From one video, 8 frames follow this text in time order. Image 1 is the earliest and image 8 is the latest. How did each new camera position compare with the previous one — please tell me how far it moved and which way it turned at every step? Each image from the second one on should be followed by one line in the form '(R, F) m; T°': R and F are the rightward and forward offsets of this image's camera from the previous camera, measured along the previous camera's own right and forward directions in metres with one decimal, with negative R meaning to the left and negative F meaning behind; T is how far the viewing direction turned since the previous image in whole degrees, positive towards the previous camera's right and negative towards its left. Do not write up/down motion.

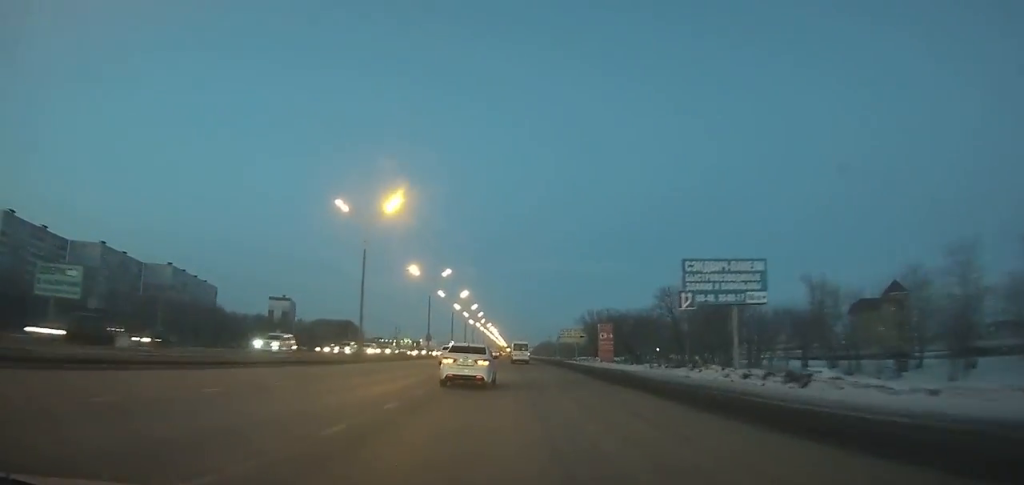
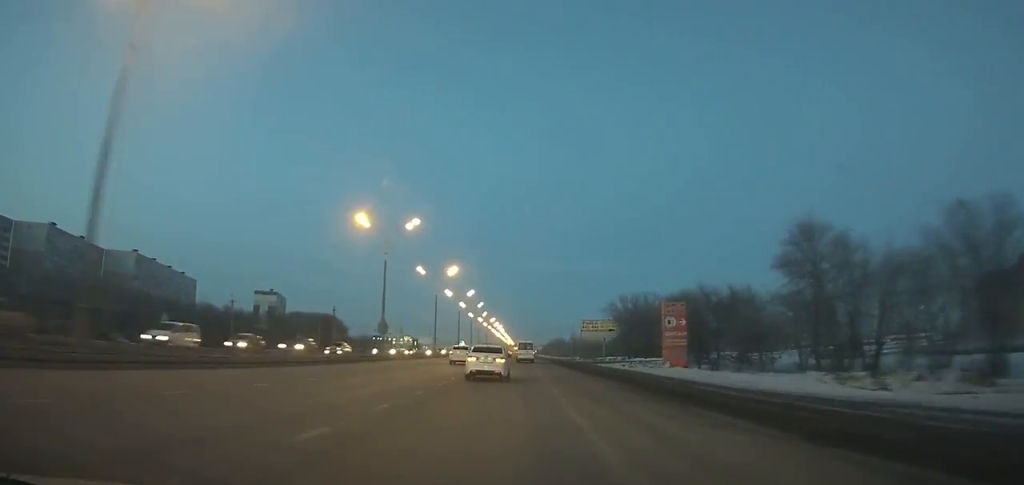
(0.0, +31.7) m; 0°
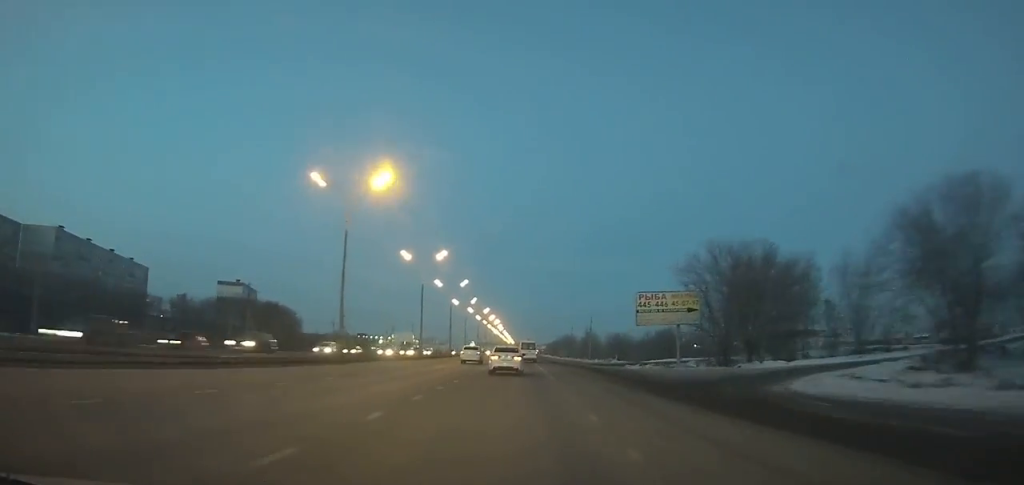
(-0.1, +43.6) m; 0°
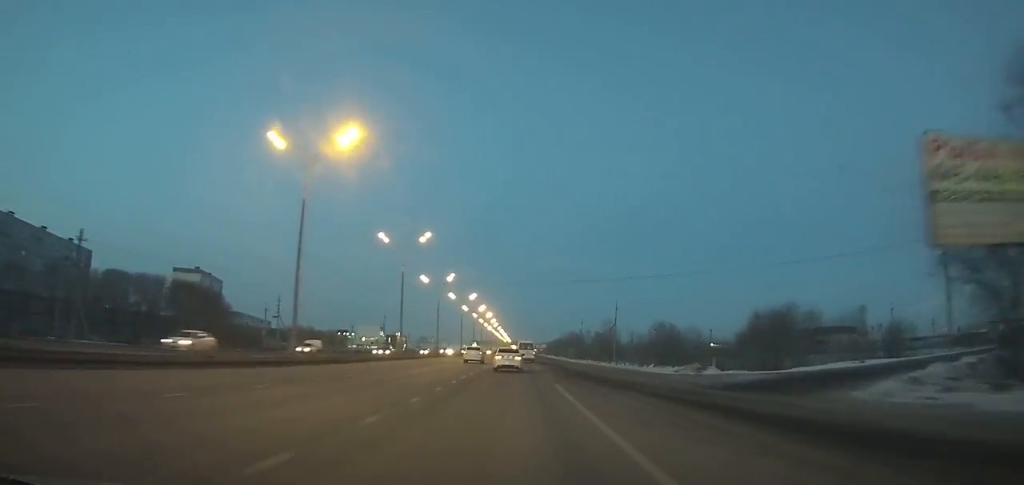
(0.0, +40.0) m; 0°
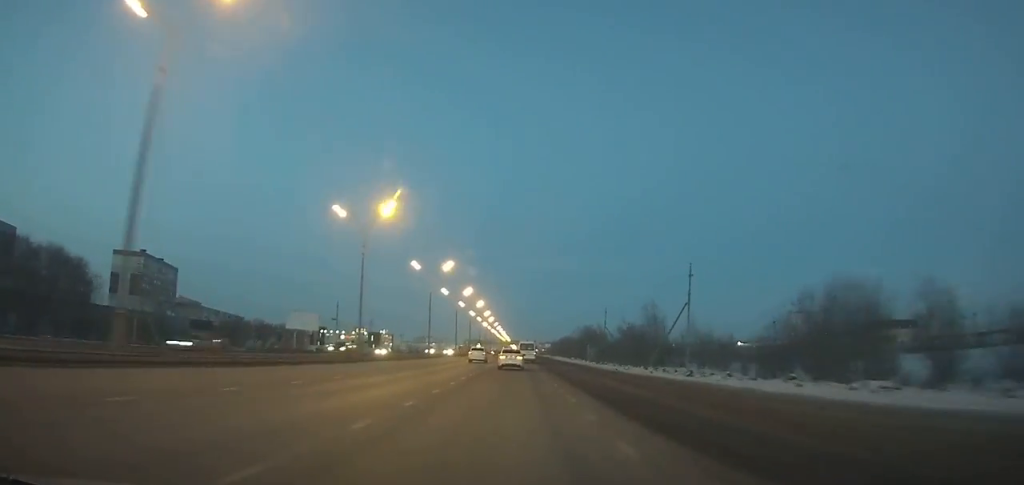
(-0.1, +44.9) m; 0°
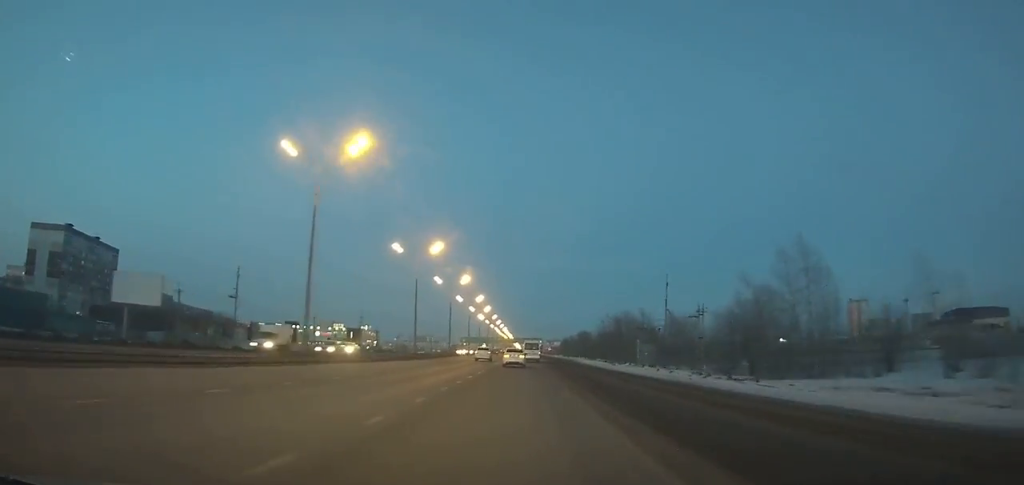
(0.0, +49.2) m; 0°
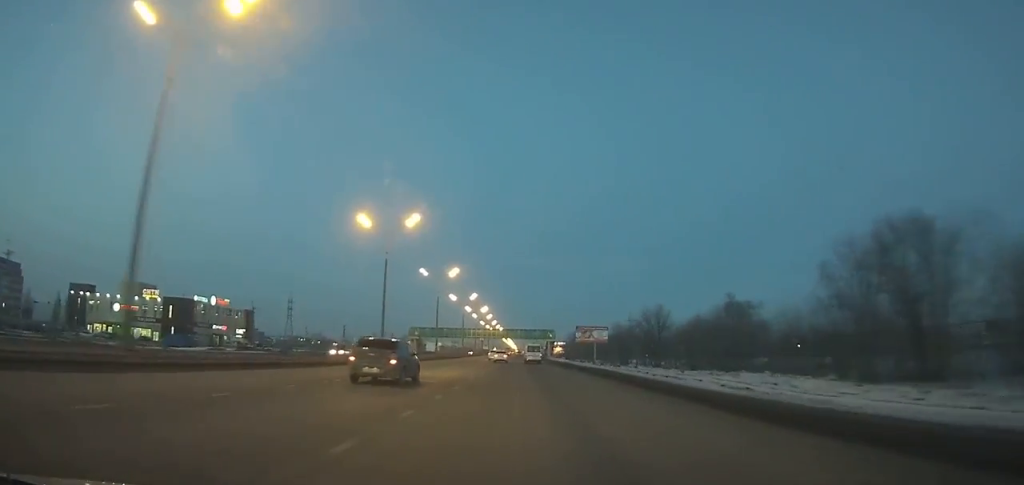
(-0.1, +154.3) m; 0°
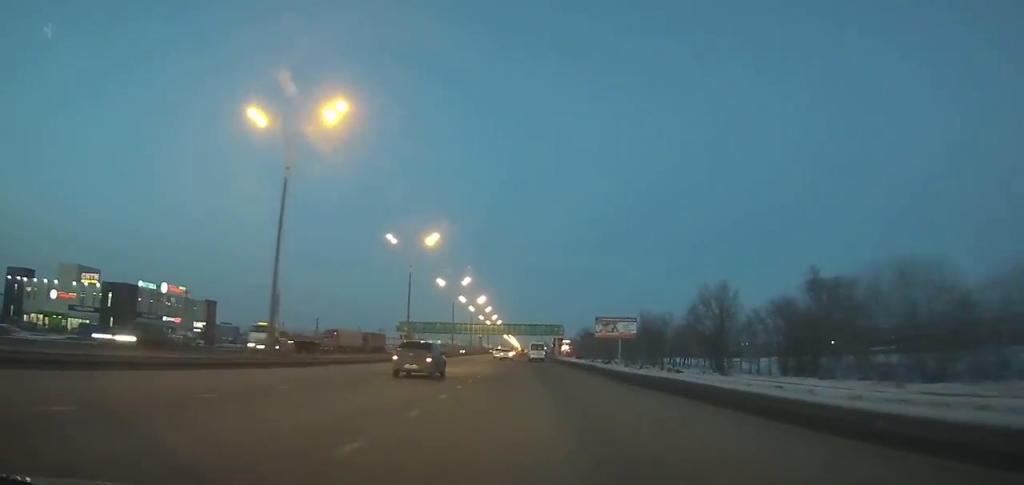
(0.0, +23.8) m; 0°
